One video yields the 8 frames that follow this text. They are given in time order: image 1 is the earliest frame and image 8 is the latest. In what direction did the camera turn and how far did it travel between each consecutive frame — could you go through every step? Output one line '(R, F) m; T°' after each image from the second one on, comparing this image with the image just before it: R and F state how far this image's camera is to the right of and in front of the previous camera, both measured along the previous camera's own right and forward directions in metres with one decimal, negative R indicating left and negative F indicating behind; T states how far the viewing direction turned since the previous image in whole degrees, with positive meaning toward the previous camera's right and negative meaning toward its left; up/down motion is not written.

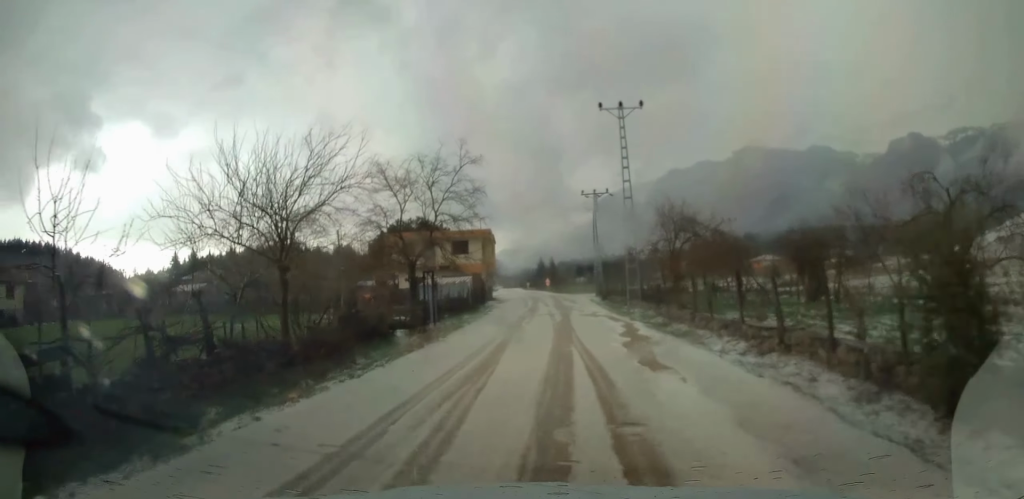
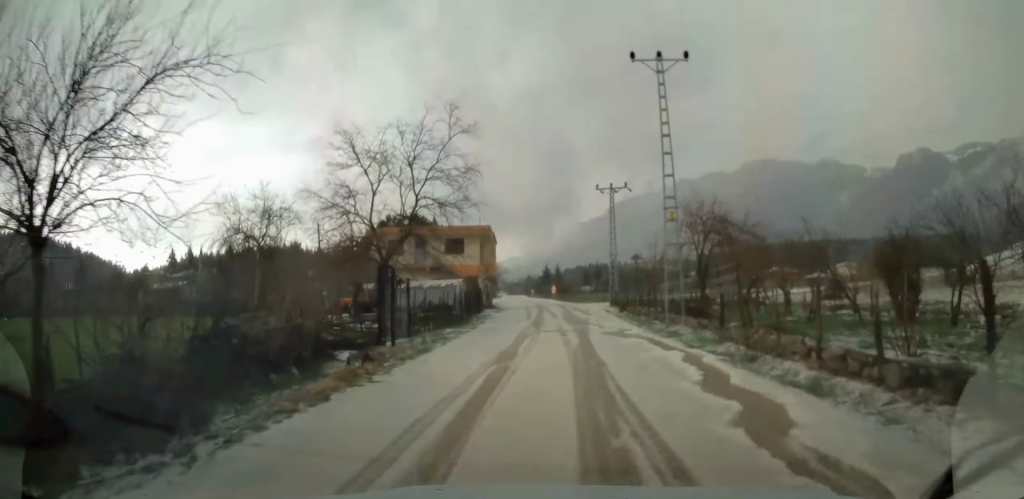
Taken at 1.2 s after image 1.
(-0.2, +7.8) m; -1°
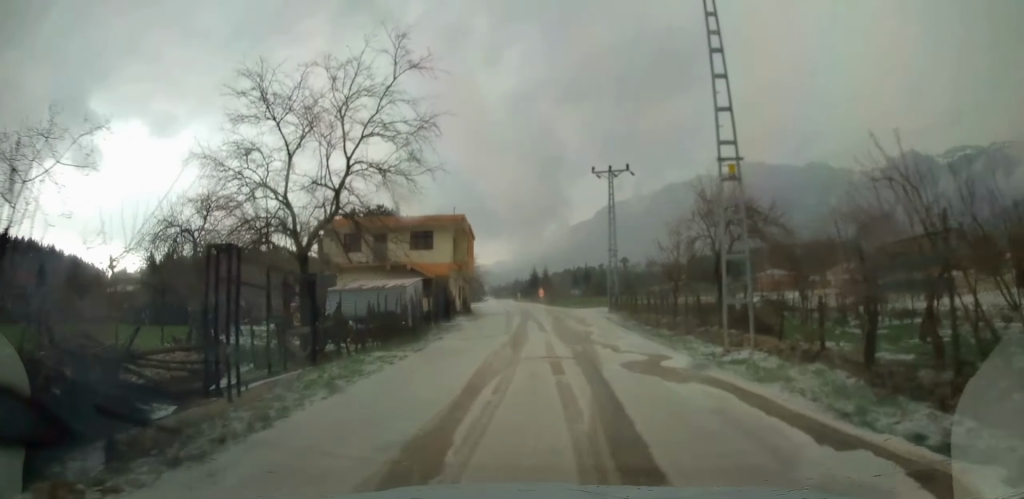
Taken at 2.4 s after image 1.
(+0.1, +8.6) m; +2°
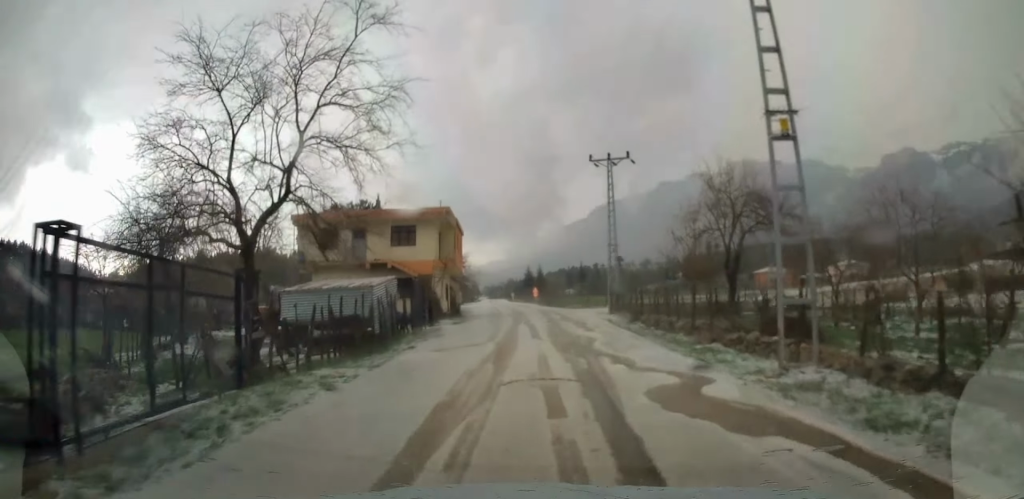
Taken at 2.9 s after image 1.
(0.0, +3.6) m; +1°
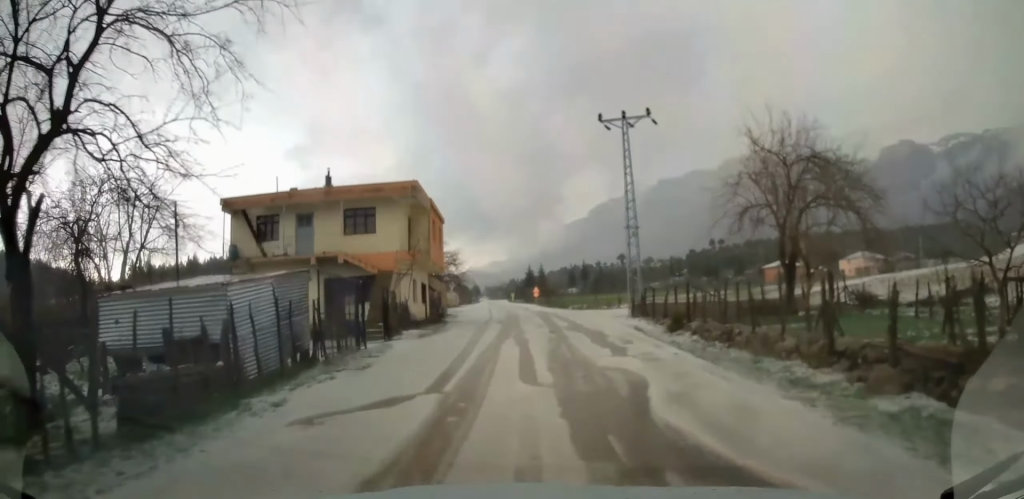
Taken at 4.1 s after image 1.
(+0.1, +8.8) m; -1°
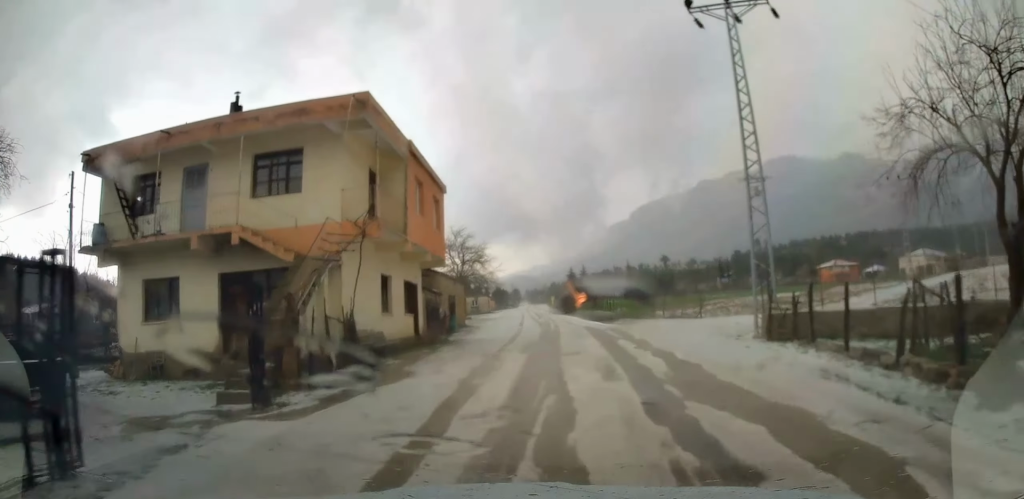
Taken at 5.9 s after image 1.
(-0.5, +12.8) m; -1°
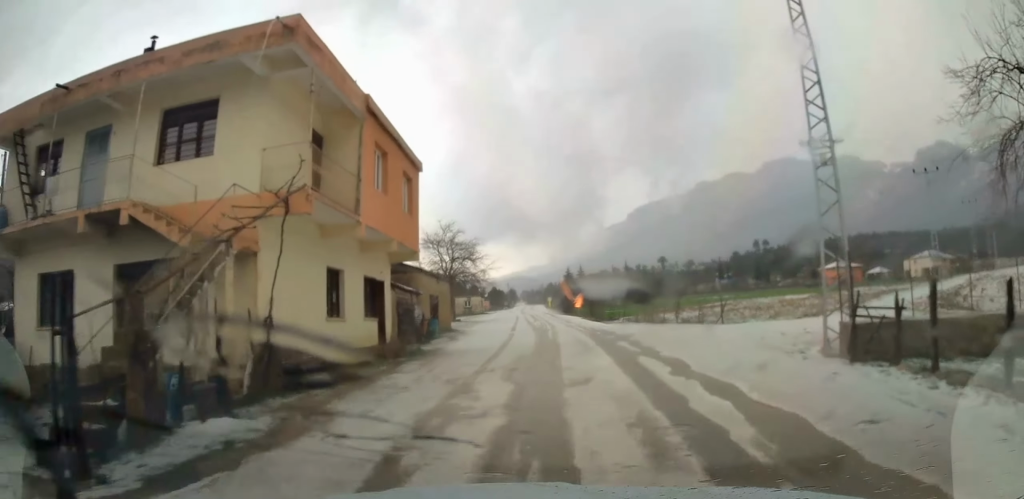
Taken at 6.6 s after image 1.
(+0.1, +4.5) m; +1°
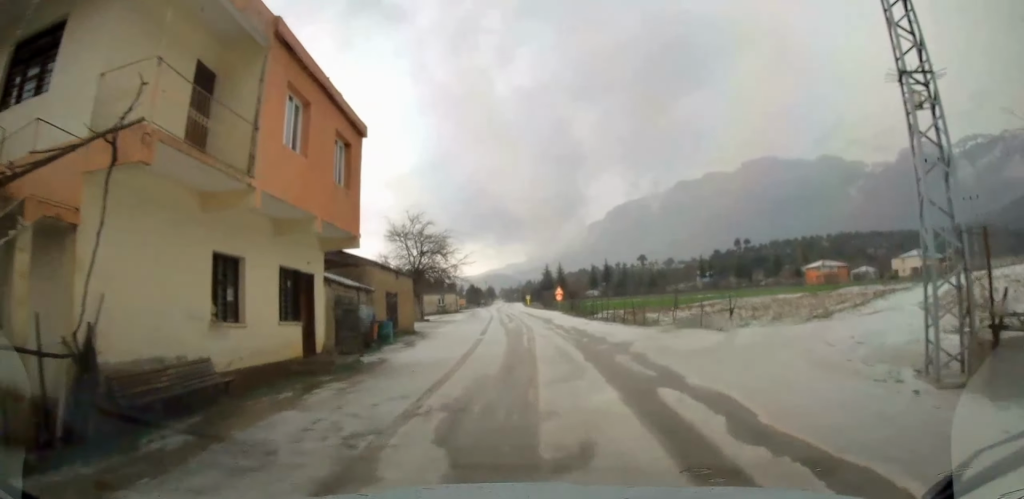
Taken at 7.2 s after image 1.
(0.0, +4.4) m; 0°
